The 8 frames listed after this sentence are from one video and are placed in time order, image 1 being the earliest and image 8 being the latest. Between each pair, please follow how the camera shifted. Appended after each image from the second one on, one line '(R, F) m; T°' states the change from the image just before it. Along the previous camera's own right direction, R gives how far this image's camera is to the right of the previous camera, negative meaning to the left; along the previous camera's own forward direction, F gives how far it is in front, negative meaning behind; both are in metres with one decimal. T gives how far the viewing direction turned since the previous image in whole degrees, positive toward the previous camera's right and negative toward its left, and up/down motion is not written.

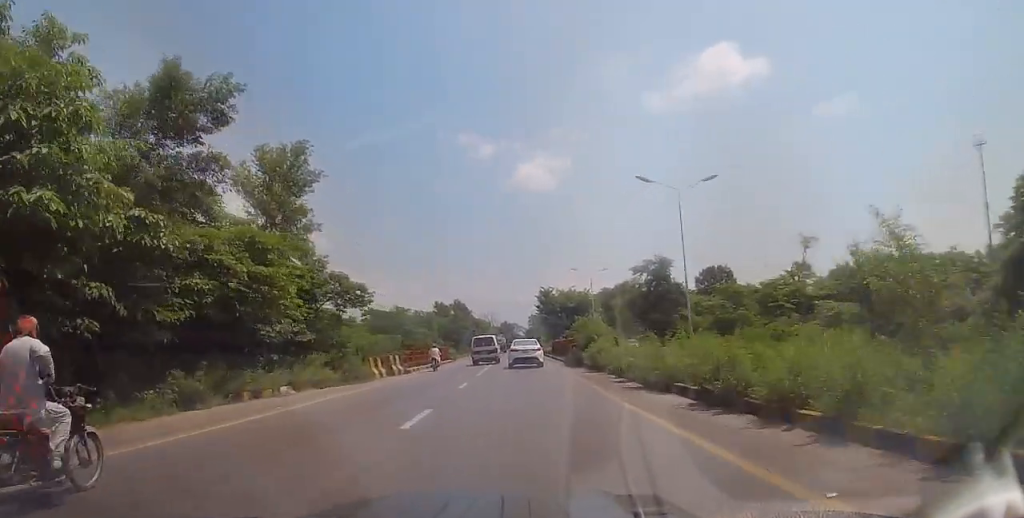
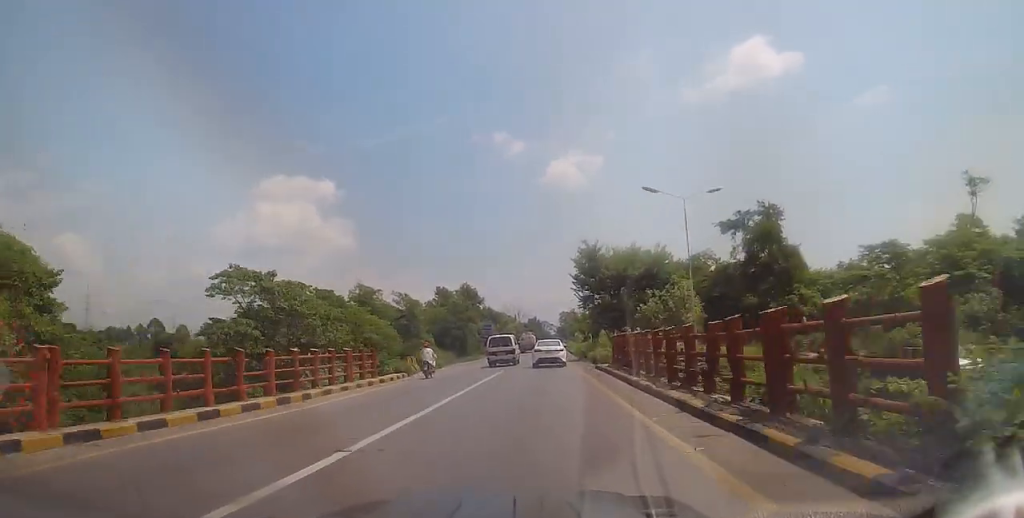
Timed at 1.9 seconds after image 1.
(-0.7, +32.2) m; -1°
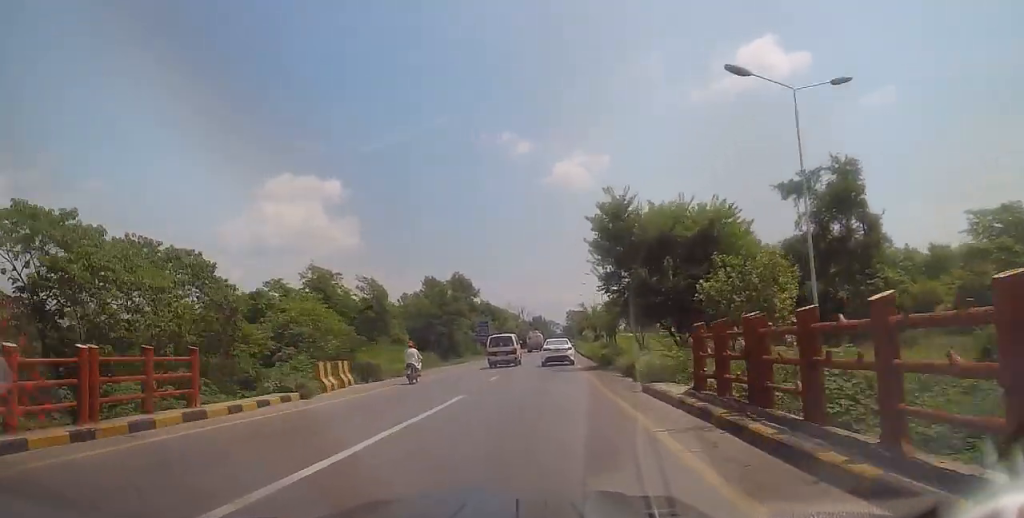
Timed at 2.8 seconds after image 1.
(+0.1, +14.2) m; -1°
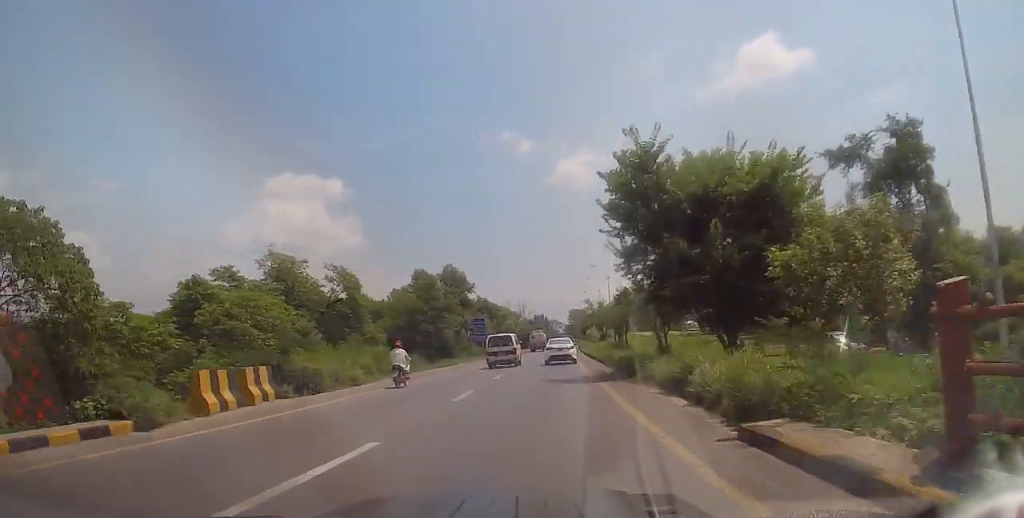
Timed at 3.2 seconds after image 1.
(-0.3, +8.1) m; 0°
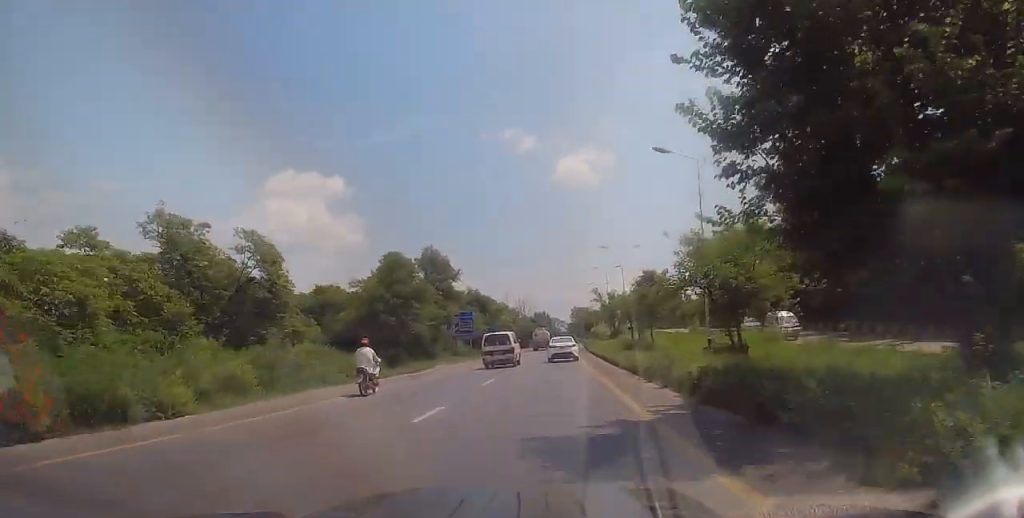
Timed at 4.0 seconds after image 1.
(-0.1, +13.4) m; 0°
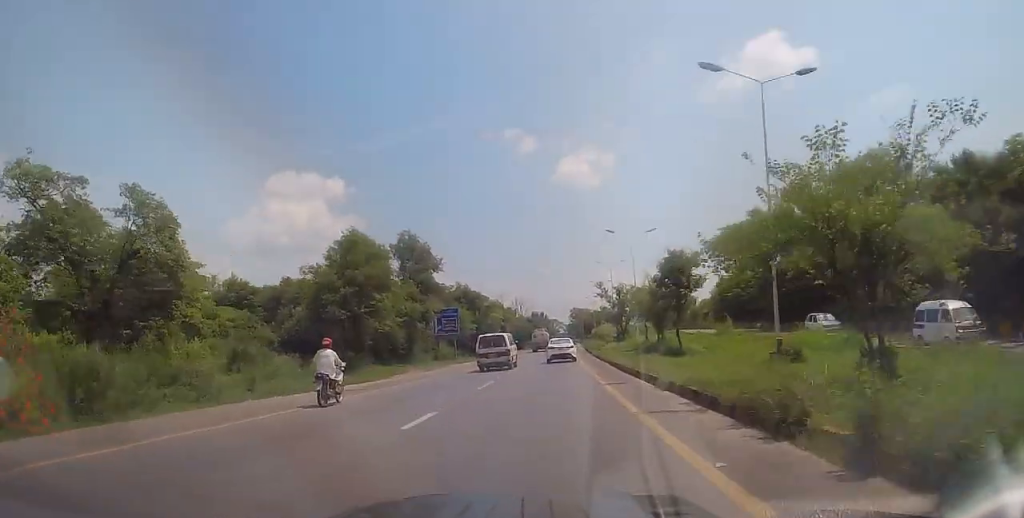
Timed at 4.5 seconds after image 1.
(+0.3, +9.4) m; 0°
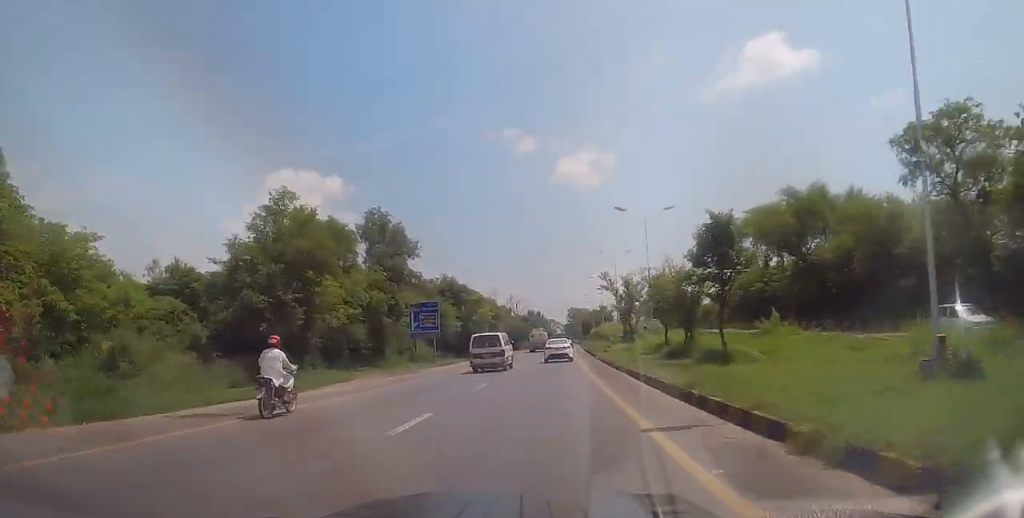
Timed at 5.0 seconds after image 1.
(0.0, +8.9) m; 0°
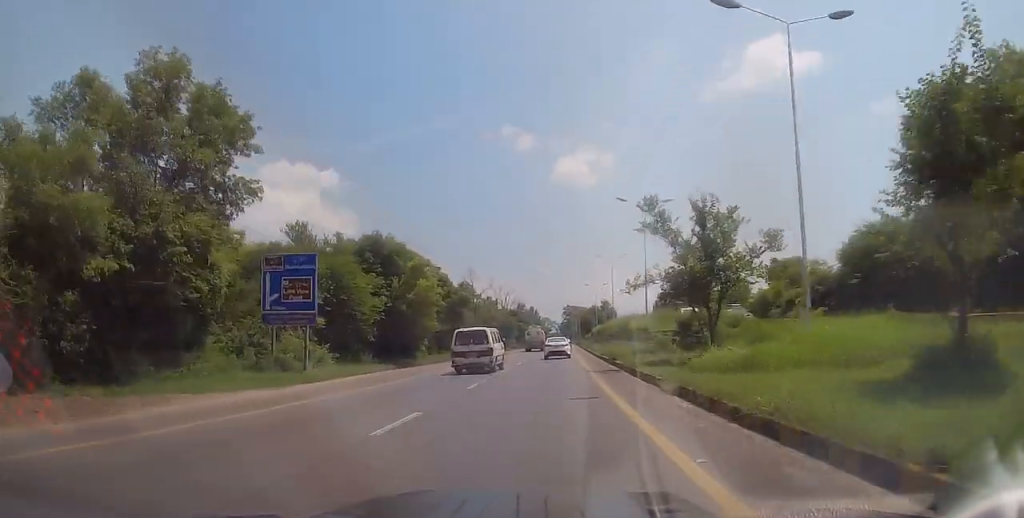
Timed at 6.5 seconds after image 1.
(-0.6, +26.4) m; 0°
